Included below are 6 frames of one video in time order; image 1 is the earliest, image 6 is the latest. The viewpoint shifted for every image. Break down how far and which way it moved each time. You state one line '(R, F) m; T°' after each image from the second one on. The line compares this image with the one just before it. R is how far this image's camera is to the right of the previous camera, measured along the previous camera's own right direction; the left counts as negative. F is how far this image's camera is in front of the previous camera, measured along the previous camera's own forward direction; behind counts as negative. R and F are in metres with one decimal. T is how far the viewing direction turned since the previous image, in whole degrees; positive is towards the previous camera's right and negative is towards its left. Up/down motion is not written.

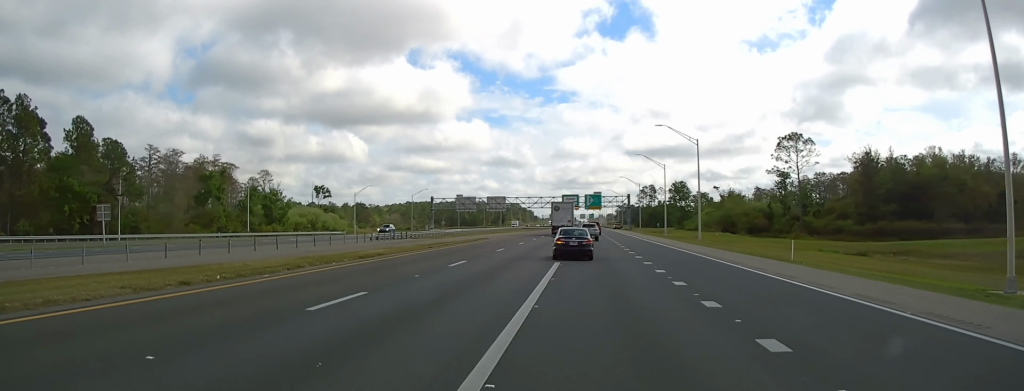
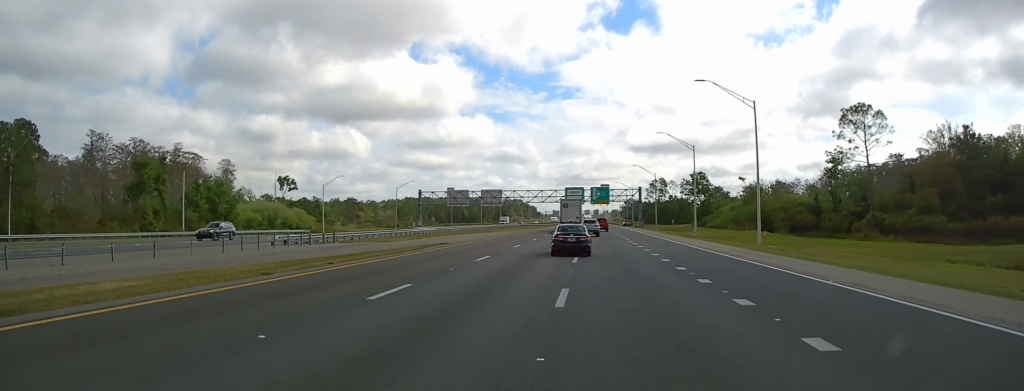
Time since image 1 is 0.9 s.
(+0.1, +23.5) m; 0°
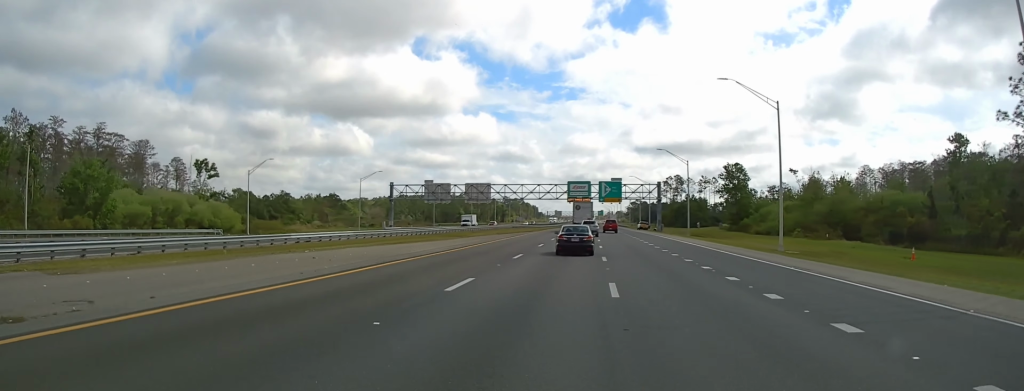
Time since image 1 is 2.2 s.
(-0.1, +35.3) m; 0°
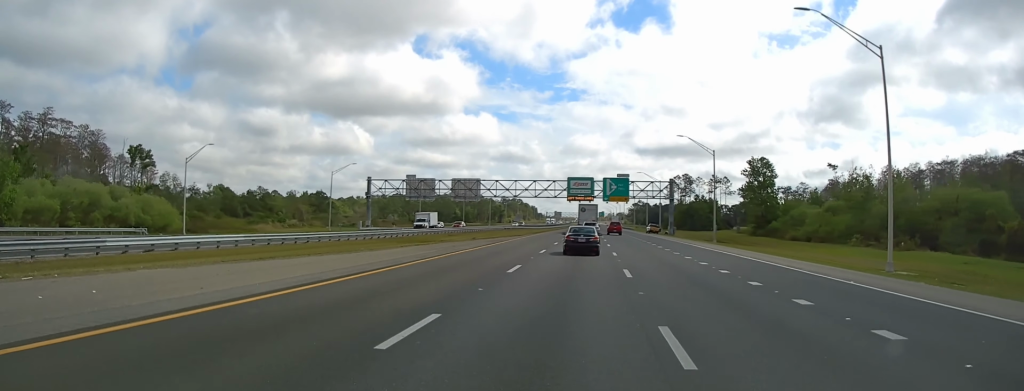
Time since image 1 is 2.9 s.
(+0.1, +19.1) m; +1°
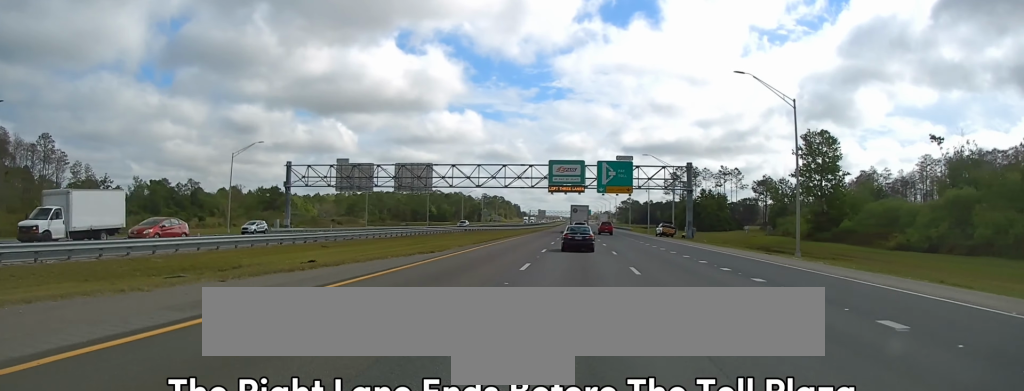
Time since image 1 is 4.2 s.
(+0.4, +36.4) m; +1°
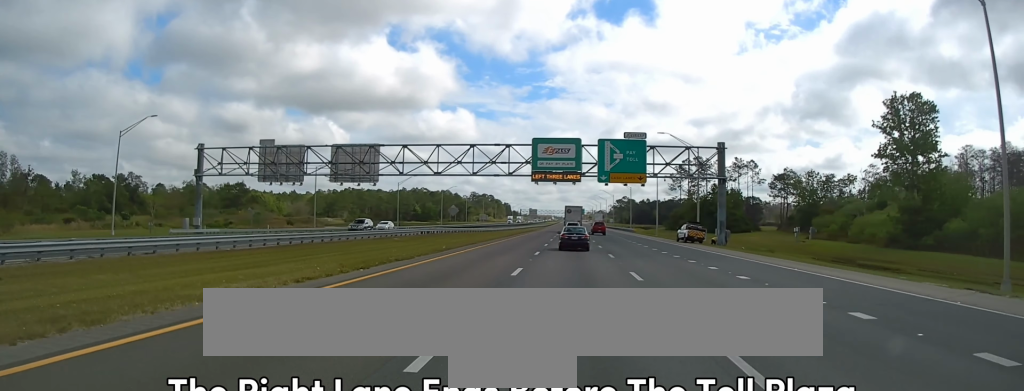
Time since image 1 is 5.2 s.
(0.0, +26.6) m; 0°
